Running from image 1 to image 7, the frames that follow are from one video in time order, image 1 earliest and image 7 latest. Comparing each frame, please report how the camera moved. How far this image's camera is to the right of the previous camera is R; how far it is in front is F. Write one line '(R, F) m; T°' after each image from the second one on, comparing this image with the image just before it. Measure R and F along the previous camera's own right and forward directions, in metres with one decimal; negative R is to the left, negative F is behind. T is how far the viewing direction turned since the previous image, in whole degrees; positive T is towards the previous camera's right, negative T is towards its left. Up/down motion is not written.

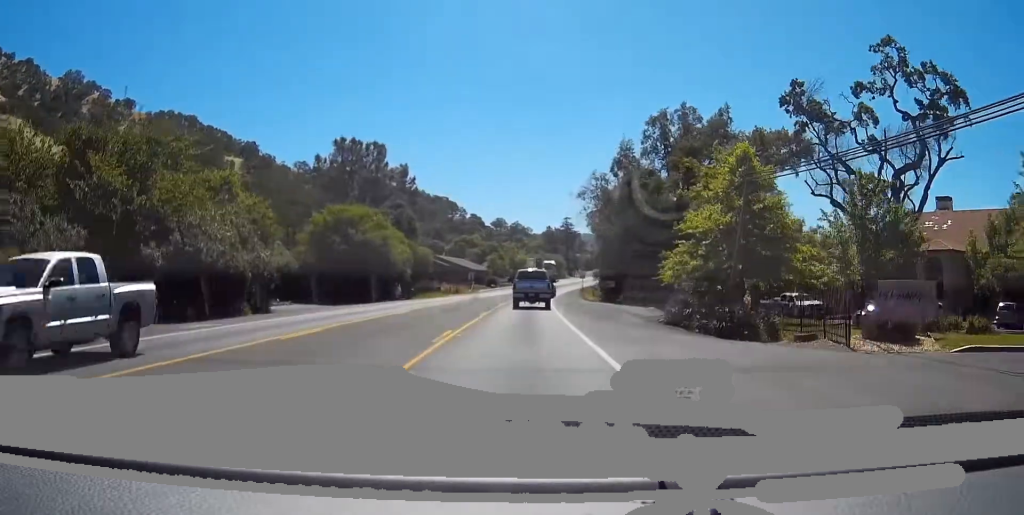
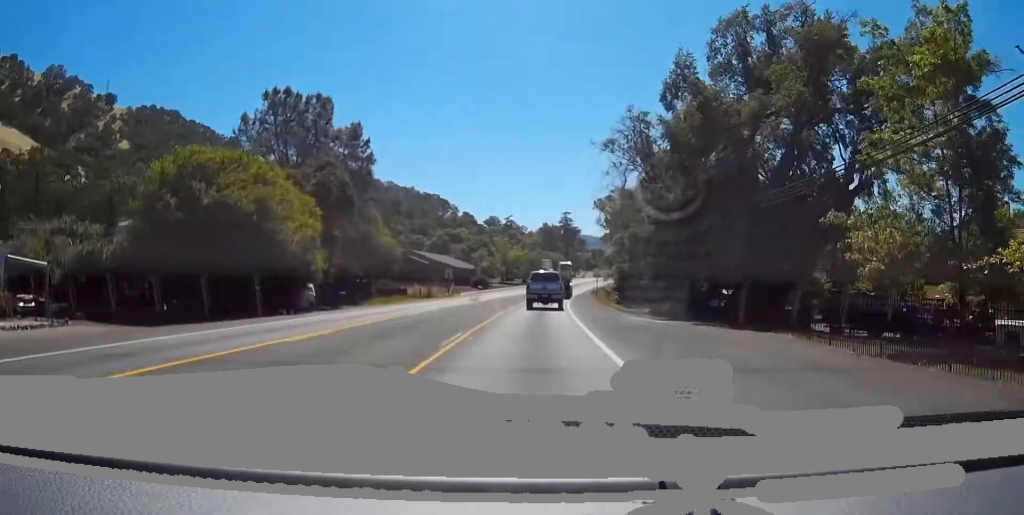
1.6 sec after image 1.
(-0.4, +31.4) m; 0°
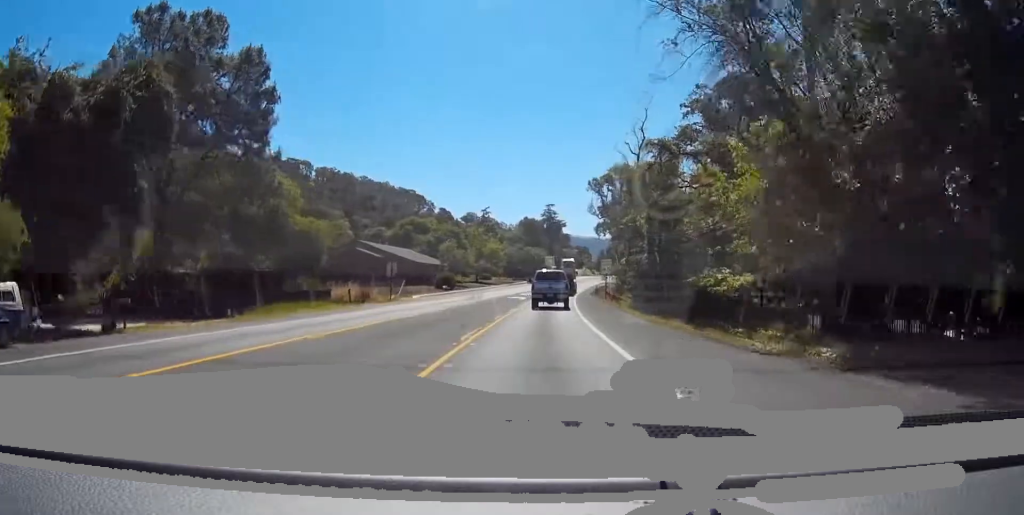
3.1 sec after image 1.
(+0.8, +26.9) m; +3°
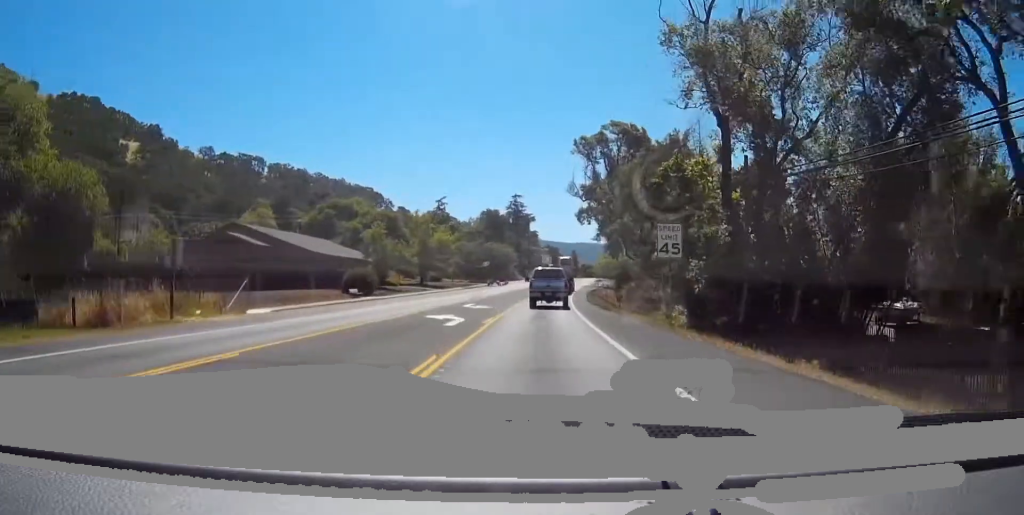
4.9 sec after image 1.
(0.0, +30.2) m; 0°
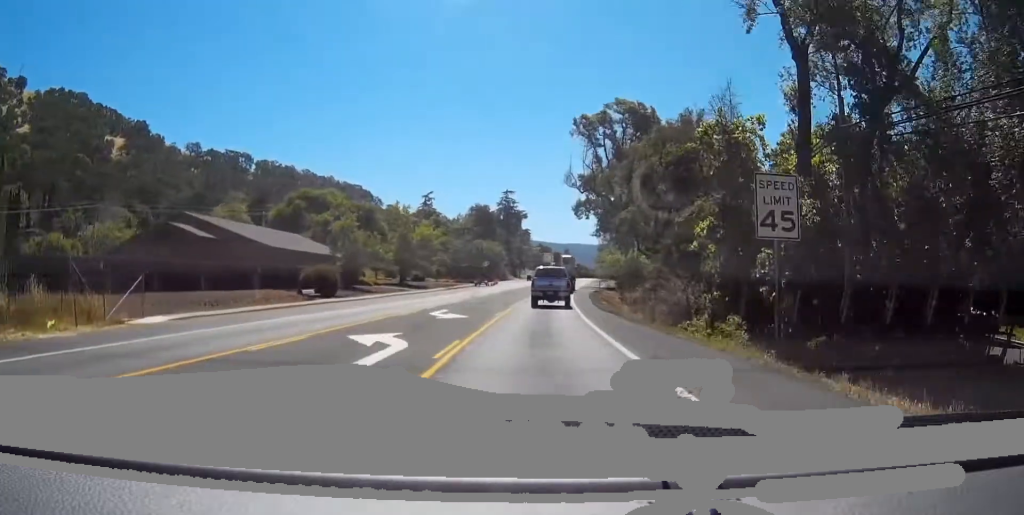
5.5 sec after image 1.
(0.0, +9.0) m; 0°
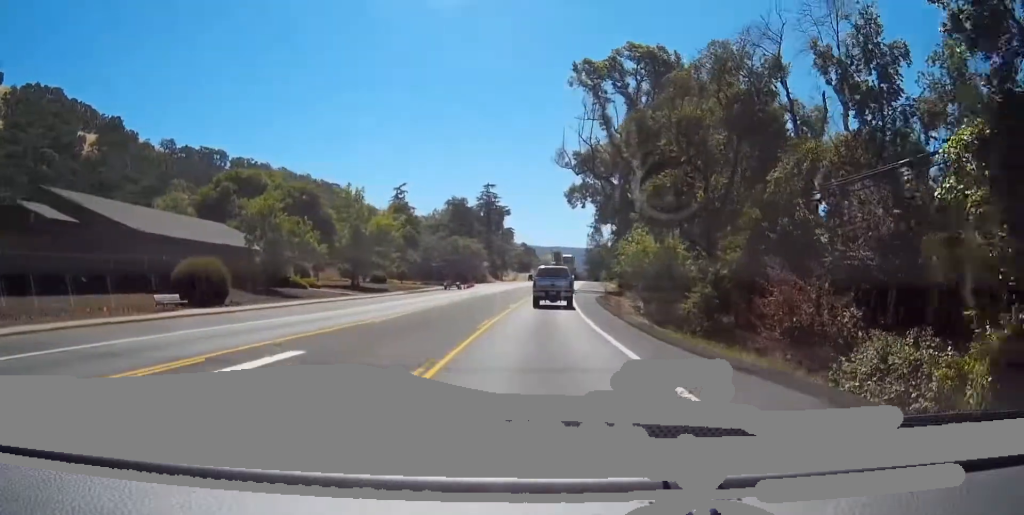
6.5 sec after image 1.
(0.0, +16.2) m; +1°
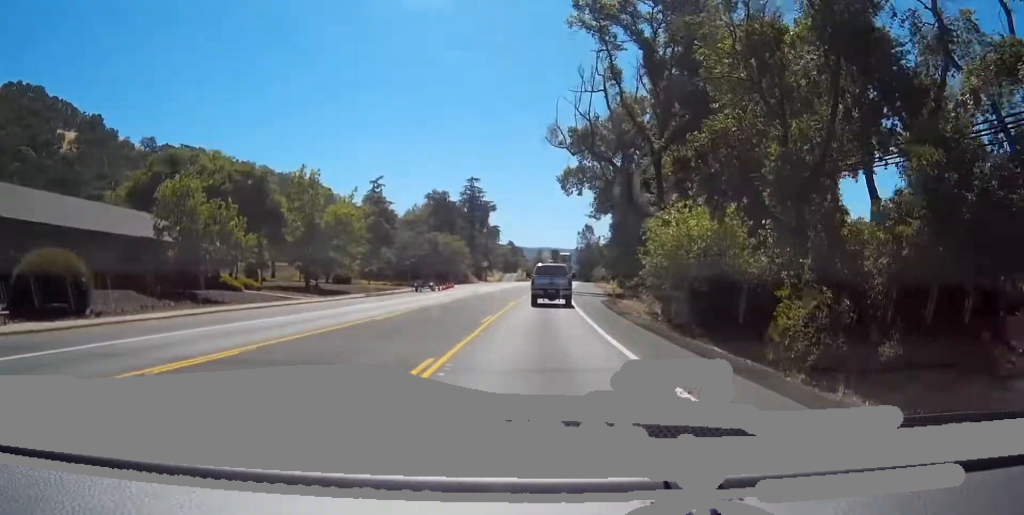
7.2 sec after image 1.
(-0.1, +11.2) m; +3°
